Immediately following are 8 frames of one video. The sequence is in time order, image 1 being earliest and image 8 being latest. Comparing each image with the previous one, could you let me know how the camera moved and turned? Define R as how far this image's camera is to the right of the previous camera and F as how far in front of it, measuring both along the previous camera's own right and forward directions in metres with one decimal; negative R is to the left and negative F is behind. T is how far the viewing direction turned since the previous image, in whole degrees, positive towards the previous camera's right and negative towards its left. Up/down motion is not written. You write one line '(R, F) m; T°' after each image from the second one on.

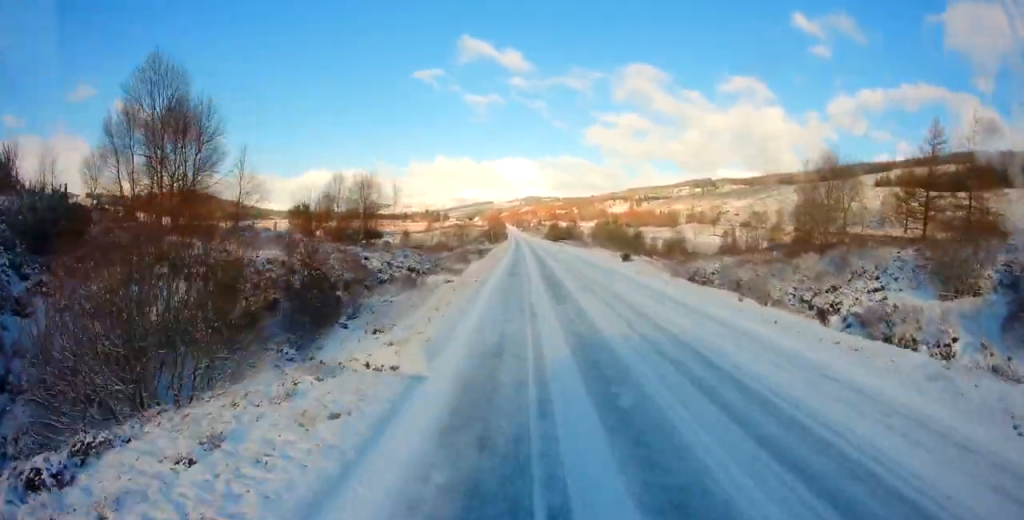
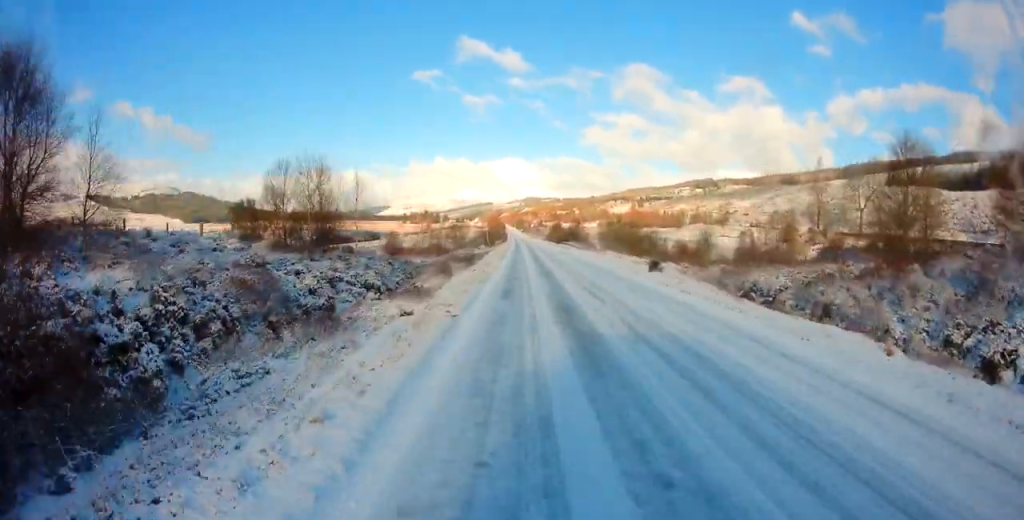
(0.0, +8.4) m; 0°
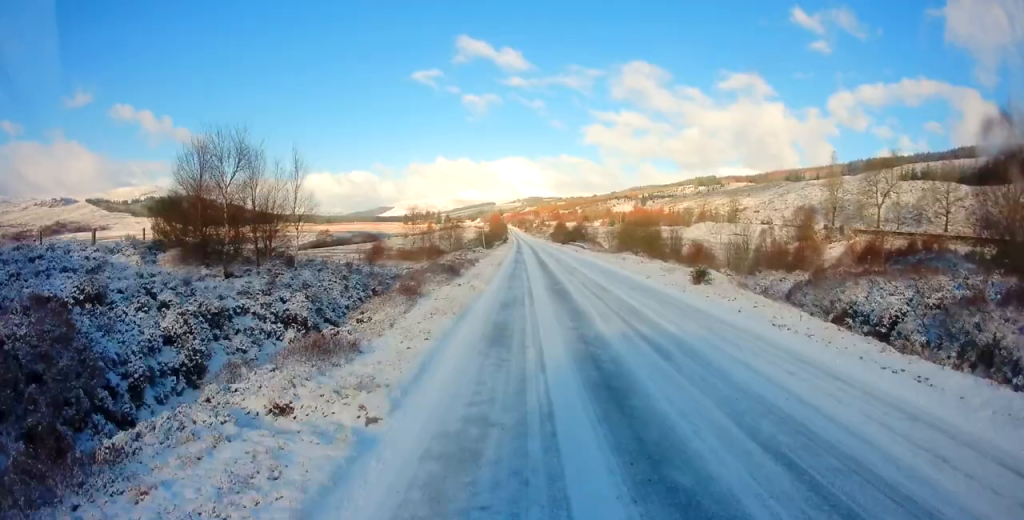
(0.0, +7.7) m; 0°
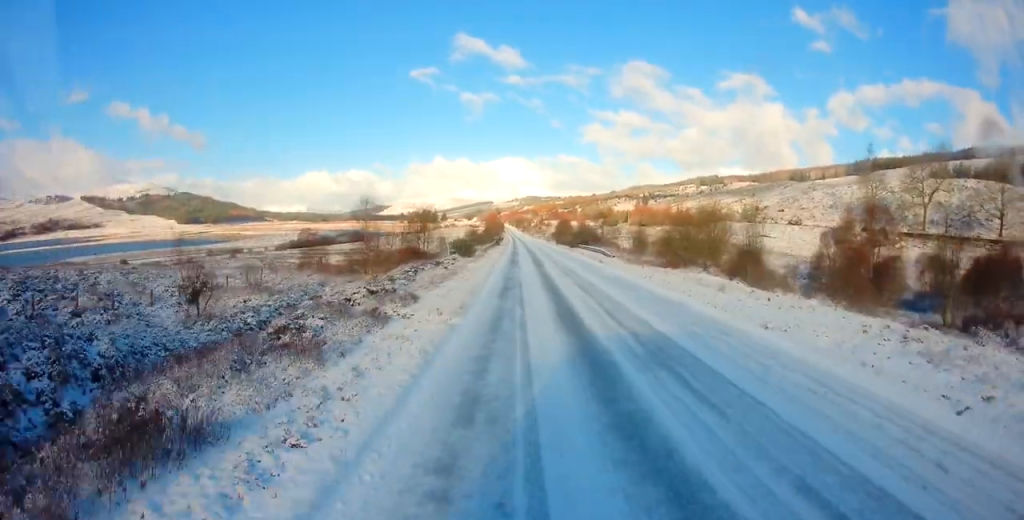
(+0.3, +19.5) m; +1°
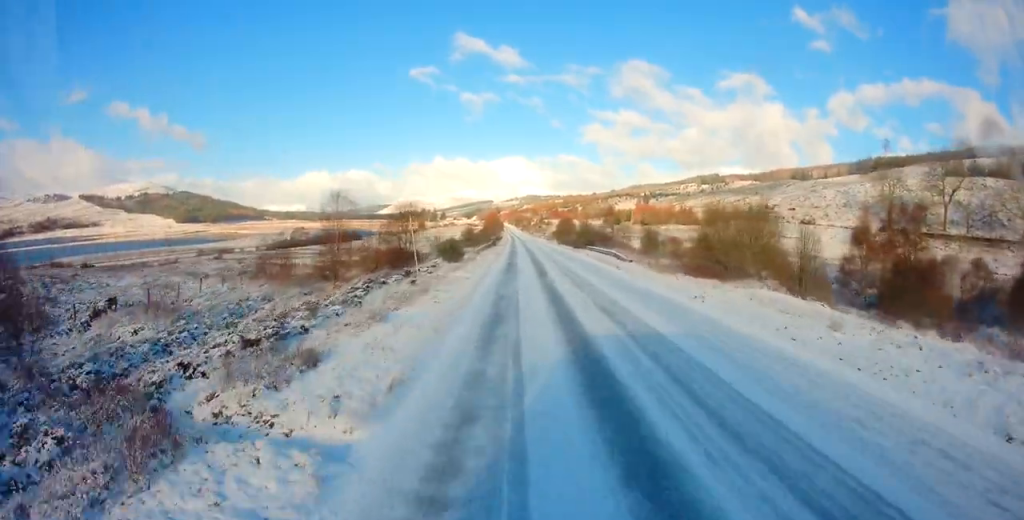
(+0.2, +7.7) m; 0°
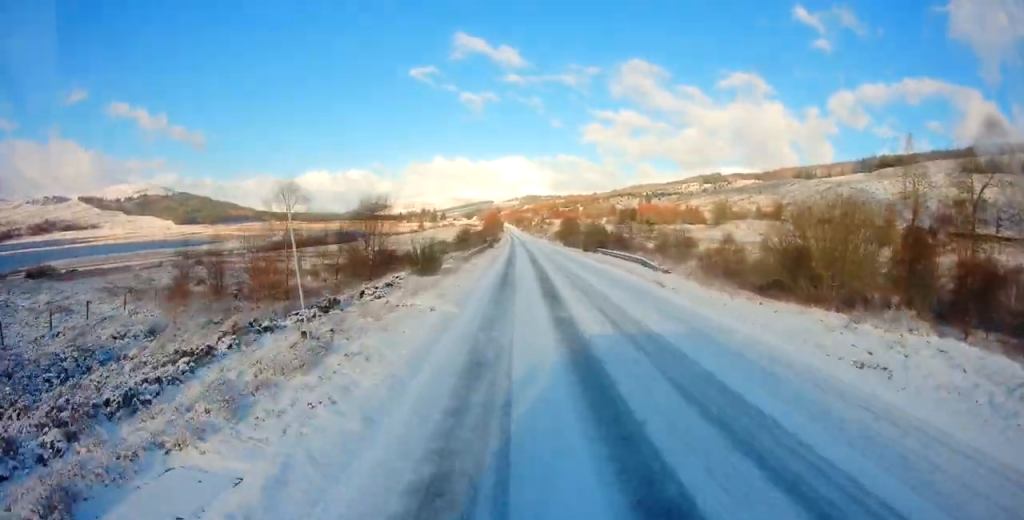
(-0.1, +9.0) m; -1°
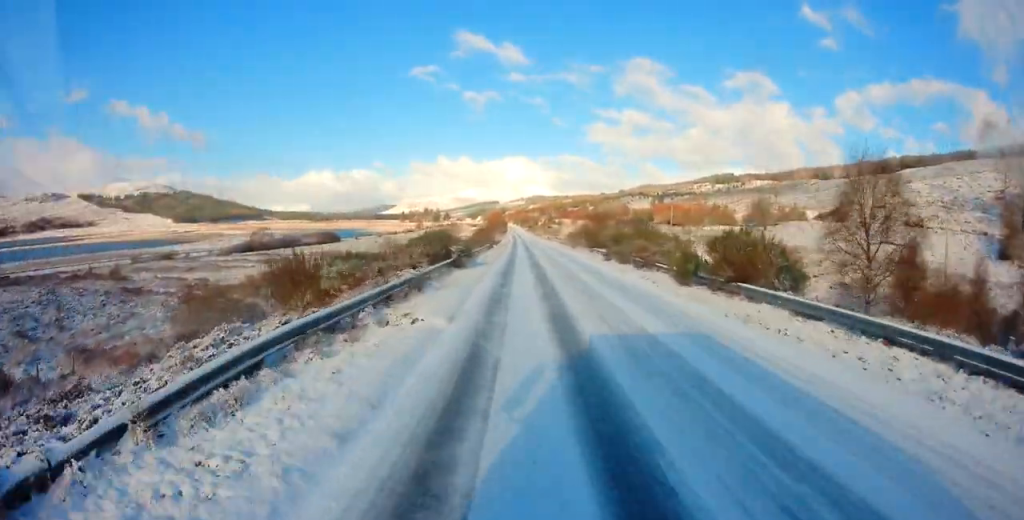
(-0.7, +32.5) m; -1°
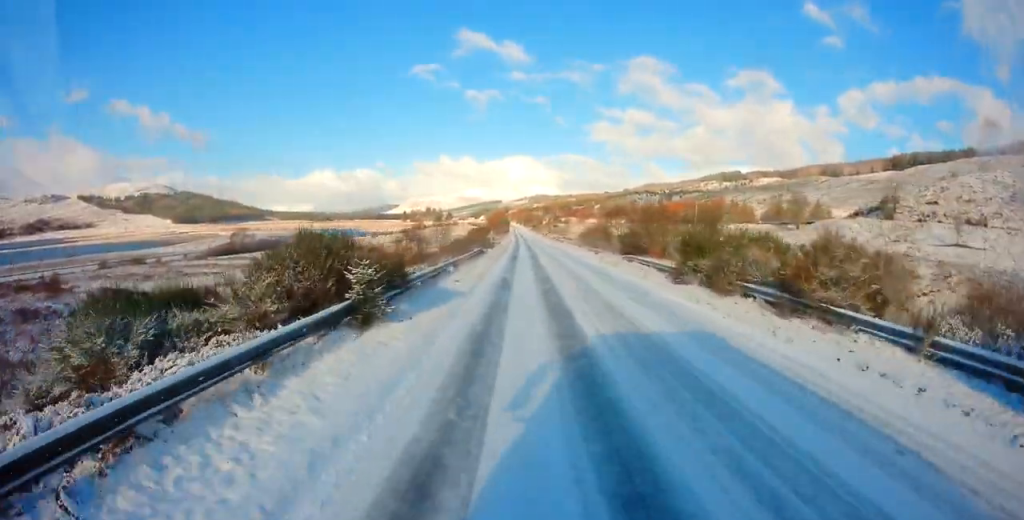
(0.0, +17.1) m; 0°
